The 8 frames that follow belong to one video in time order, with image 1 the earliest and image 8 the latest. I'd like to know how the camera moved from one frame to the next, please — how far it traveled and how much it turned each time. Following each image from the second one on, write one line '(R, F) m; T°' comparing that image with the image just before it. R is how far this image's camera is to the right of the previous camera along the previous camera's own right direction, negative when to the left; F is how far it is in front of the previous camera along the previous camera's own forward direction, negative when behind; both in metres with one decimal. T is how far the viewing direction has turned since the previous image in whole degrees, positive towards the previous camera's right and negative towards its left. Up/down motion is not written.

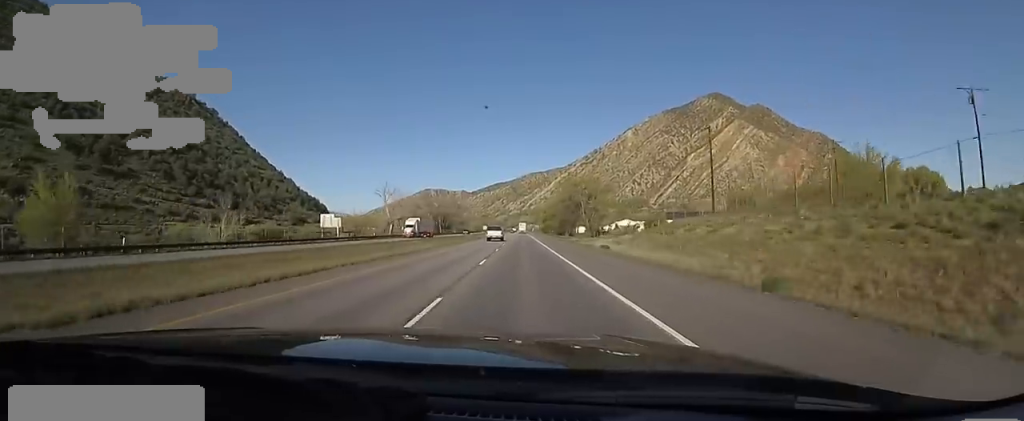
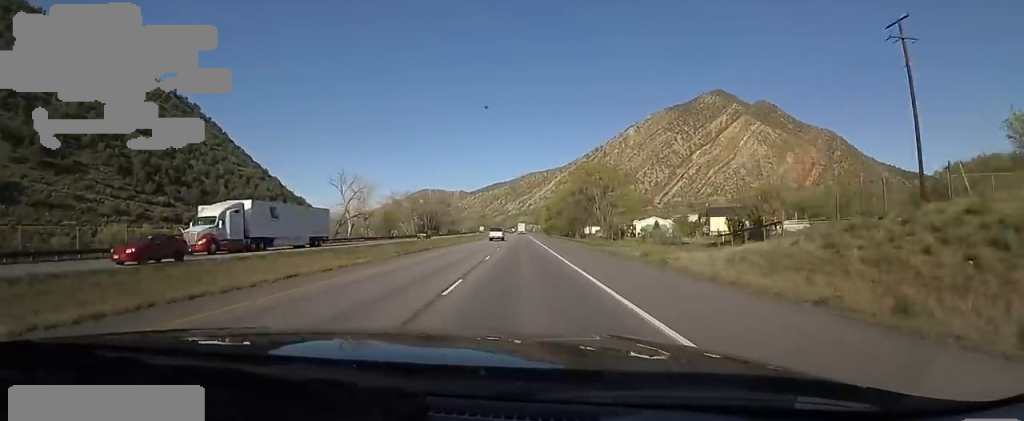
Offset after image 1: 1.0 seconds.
(+0.5, +32.0) m; 0°
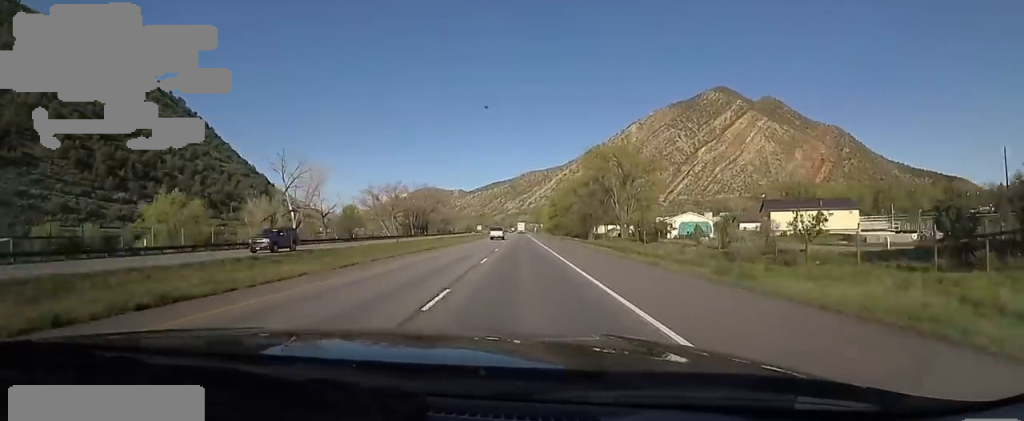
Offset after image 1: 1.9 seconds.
(-0.2, +25.6) m; -1°
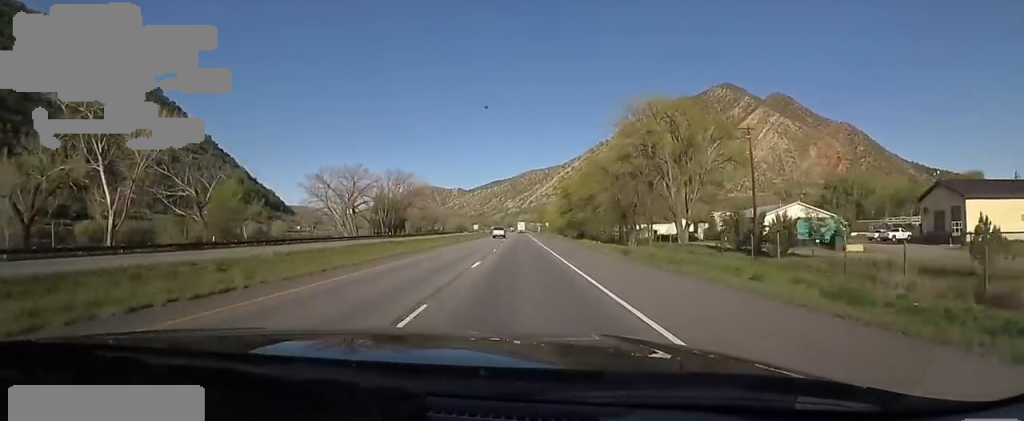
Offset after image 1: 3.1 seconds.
(+0.2, +37.9) m; +1°
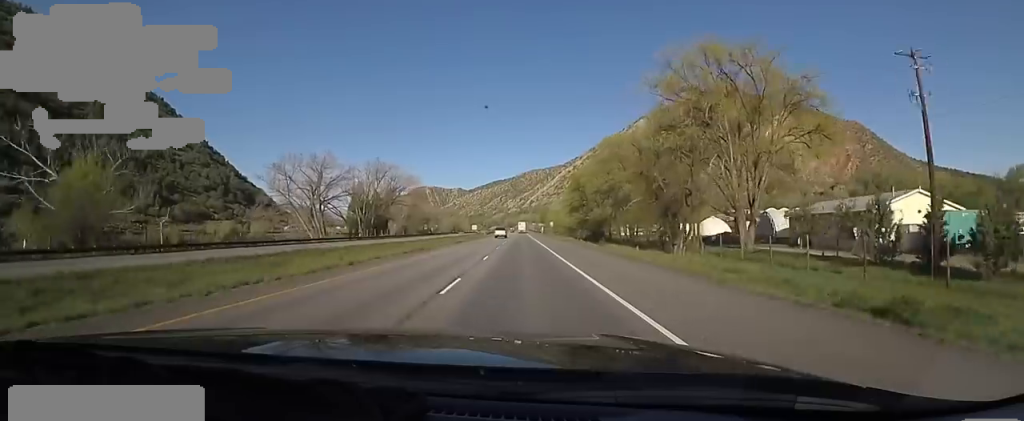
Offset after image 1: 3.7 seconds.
(+0.6, +19.5) m; 0°
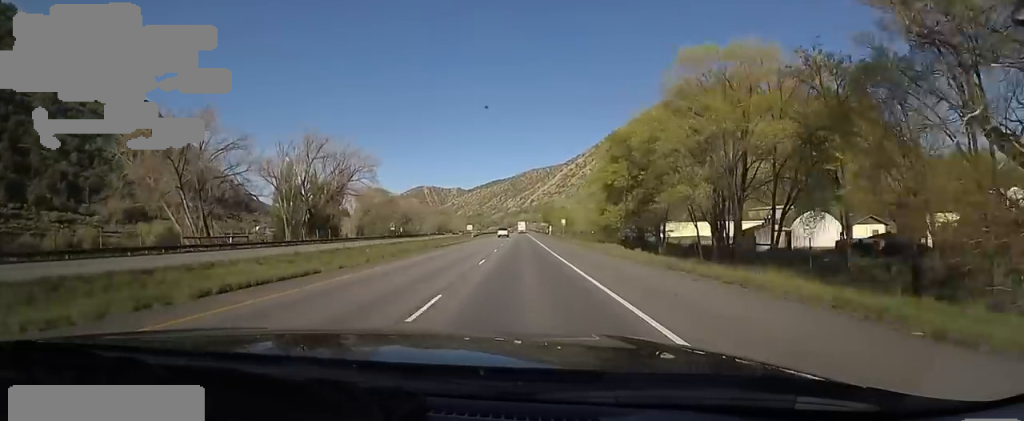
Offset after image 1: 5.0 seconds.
(-0.8, +38.4) m; 0°
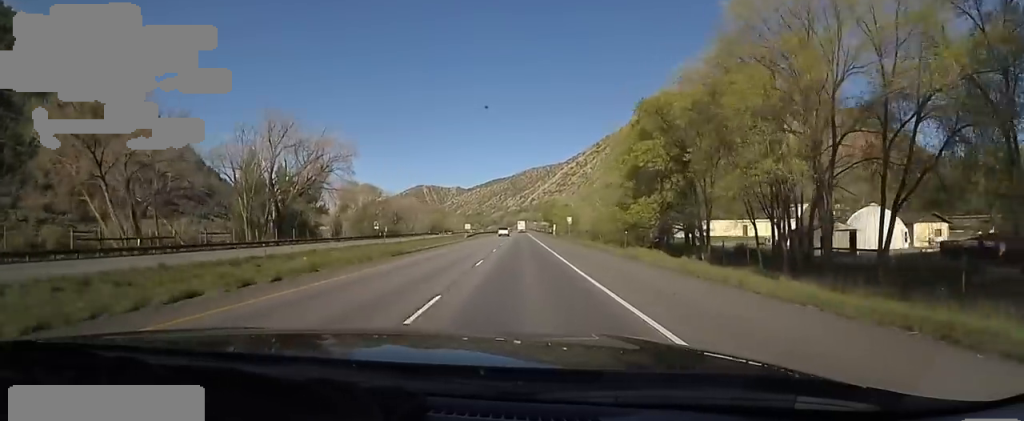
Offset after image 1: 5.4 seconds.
(+0.6, +12.5) m; 0°
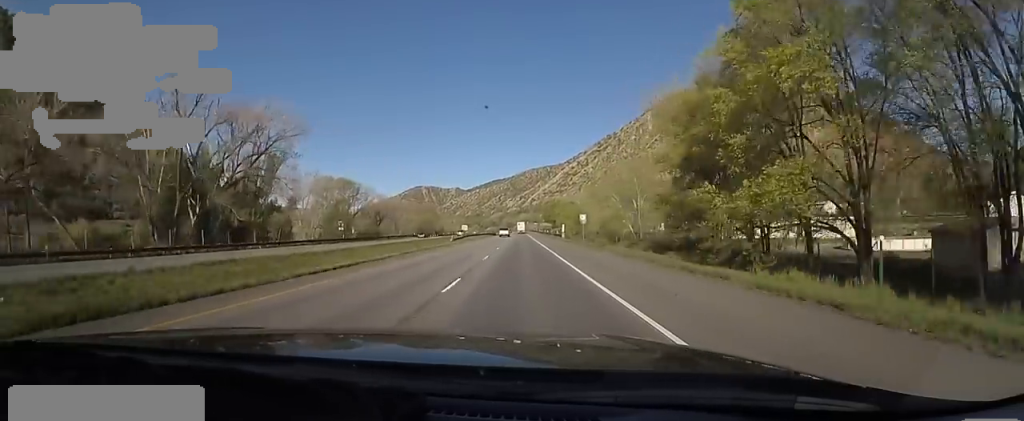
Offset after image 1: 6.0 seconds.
(-0.2, +19.9) m; -1°
